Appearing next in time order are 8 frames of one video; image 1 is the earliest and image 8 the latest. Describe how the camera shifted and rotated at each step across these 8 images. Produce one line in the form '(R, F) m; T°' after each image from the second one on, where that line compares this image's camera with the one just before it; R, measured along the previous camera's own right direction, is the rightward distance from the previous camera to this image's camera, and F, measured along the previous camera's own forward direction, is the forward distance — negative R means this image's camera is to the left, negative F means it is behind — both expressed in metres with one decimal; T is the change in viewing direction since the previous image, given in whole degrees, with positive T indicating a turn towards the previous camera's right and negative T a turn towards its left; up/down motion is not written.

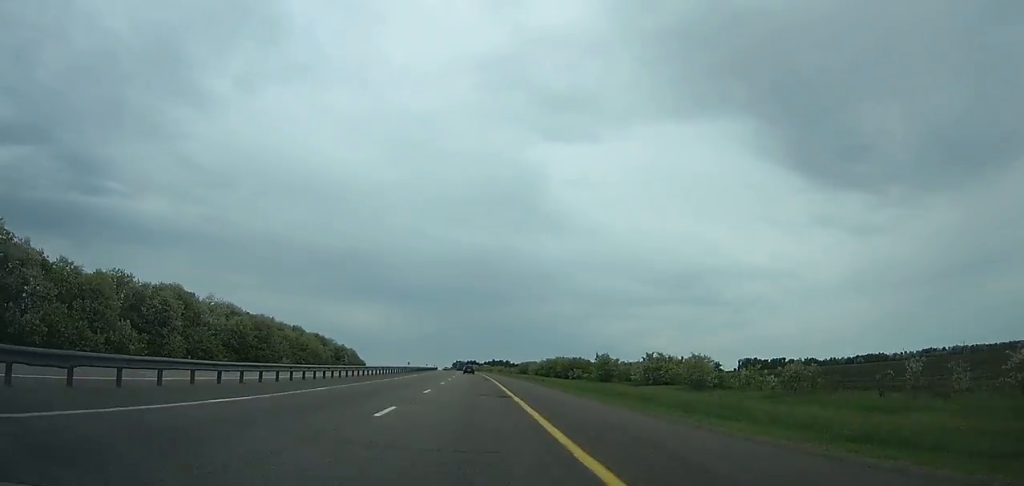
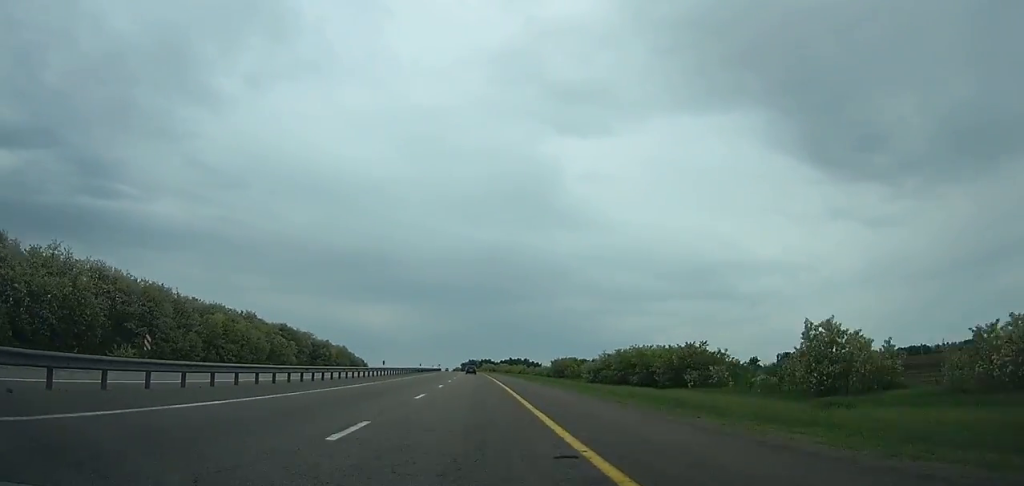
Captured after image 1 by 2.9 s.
(-0.5, +65.5) m; -1°
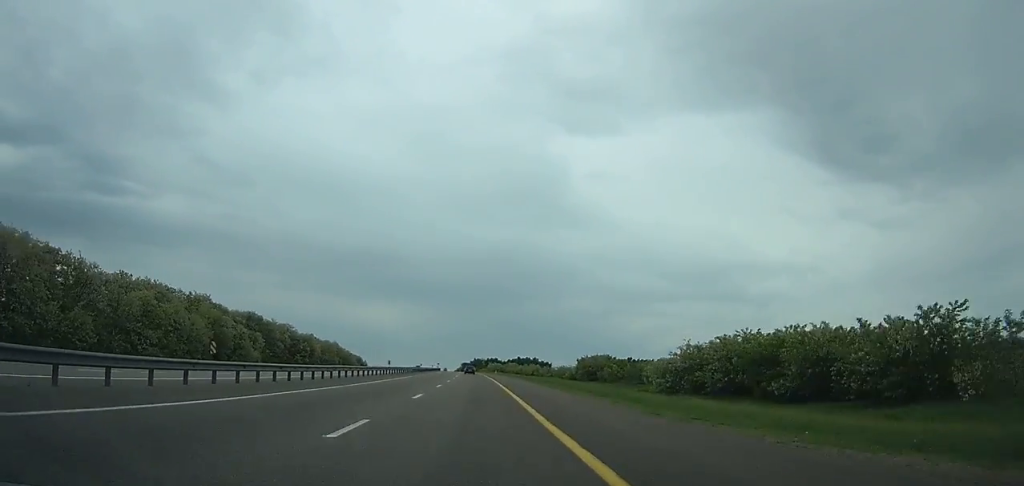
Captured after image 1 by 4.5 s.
(-0.3, +36.0) m; -1°
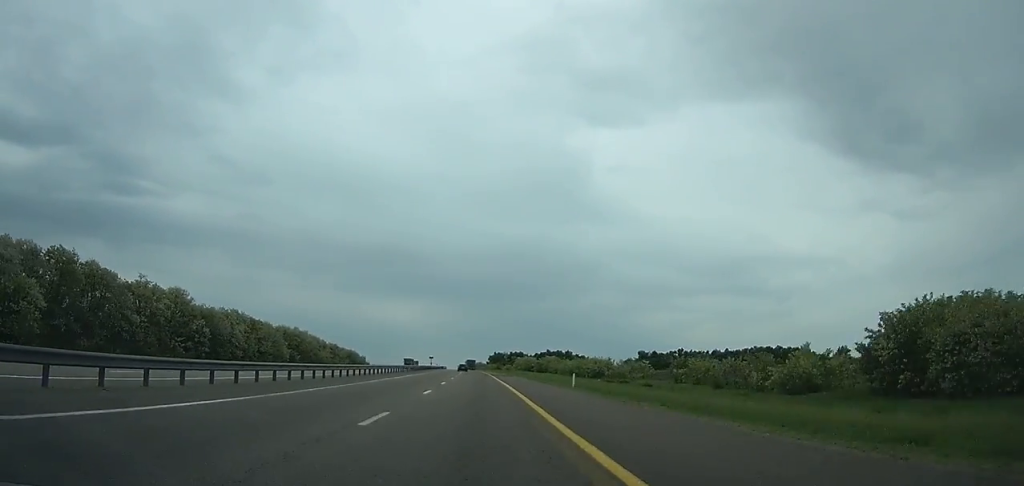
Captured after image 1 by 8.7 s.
(-1.2, +94.6) m; -2°
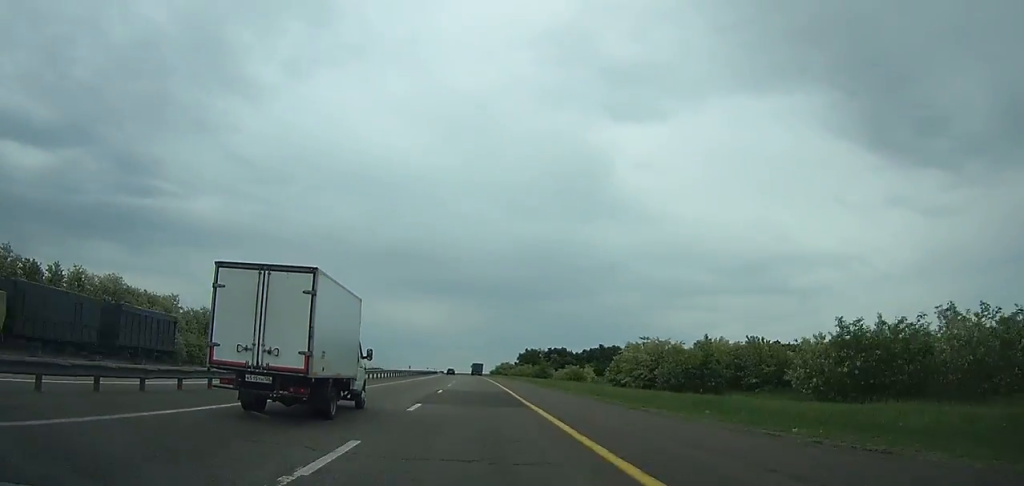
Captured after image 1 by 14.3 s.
(-1.9, +126.3) m; -2°
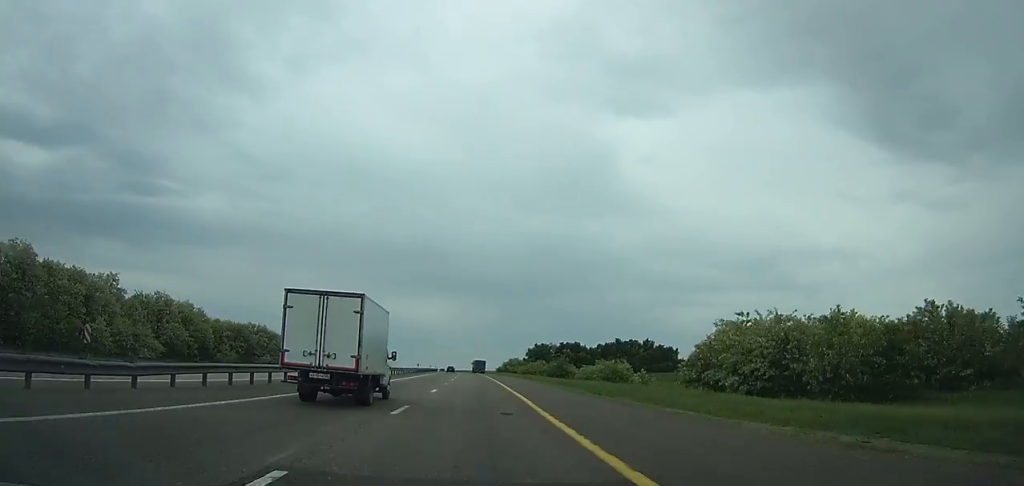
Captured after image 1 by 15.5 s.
(-0.2, +27.2) m; -1°
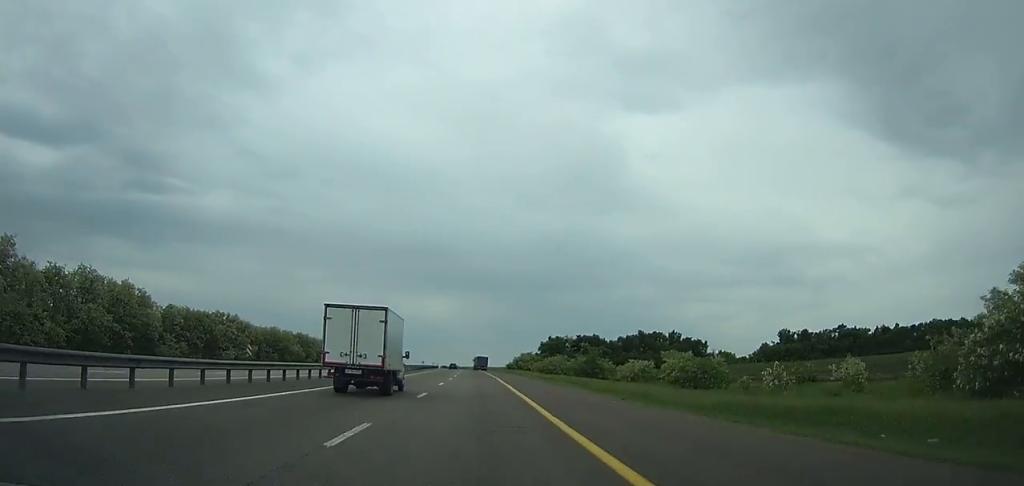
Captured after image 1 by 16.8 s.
(-0.1, +29.5) m; -1°
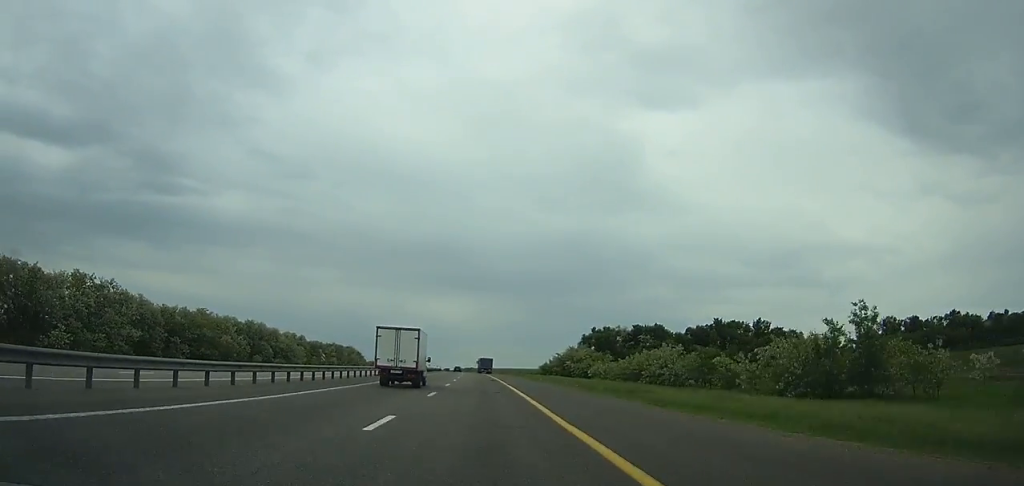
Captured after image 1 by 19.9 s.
(-1.0, +70.7) m; -2°
